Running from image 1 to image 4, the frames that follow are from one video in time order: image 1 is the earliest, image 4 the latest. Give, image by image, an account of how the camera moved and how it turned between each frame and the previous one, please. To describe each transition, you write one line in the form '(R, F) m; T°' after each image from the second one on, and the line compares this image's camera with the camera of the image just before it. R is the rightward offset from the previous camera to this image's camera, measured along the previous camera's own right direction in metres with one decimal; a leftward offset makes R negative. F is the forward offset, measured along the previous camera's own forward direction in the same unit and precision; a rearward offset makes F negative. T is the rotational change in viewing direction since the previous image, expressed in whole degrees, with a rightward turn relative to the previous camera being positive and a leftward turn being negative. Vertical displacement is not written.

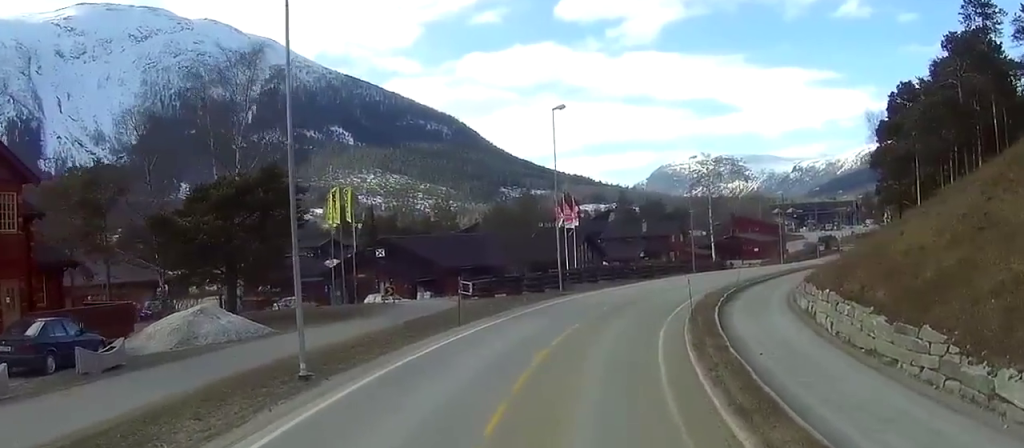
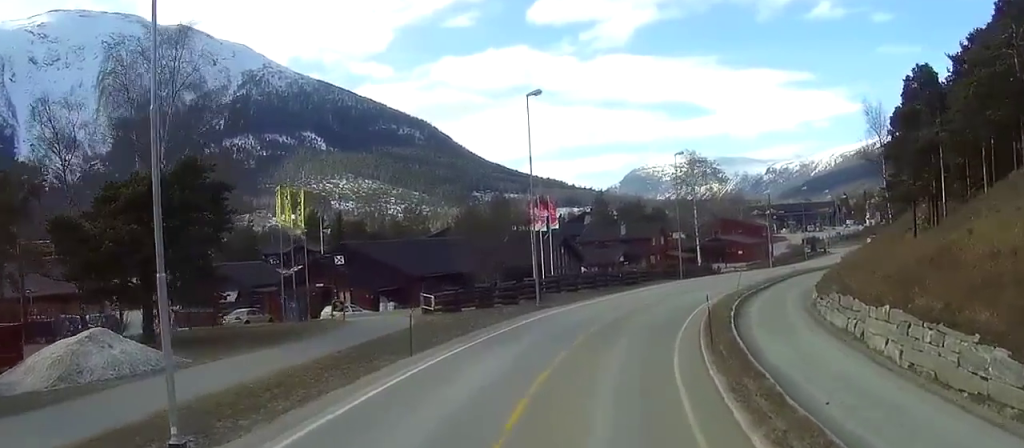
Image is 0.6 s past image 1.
(0.0, +7.3) m; +1°
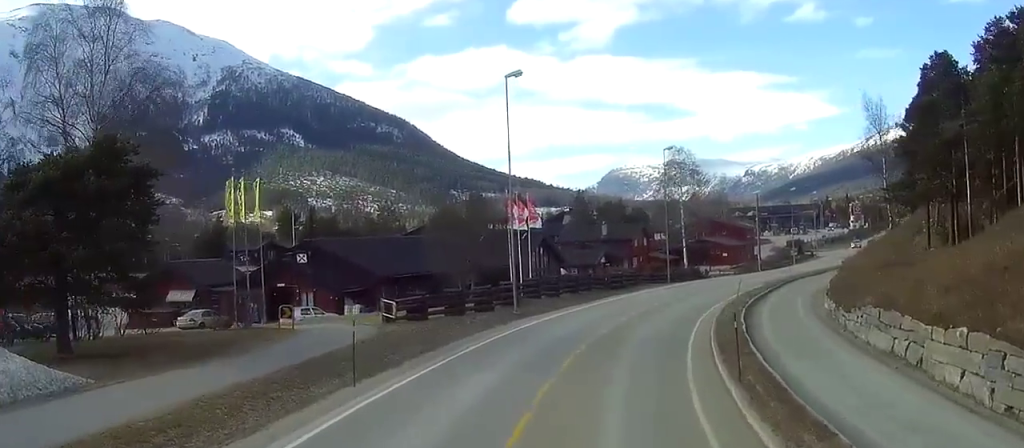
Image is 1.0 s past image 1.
(+0.1, +5.5) m; +1°
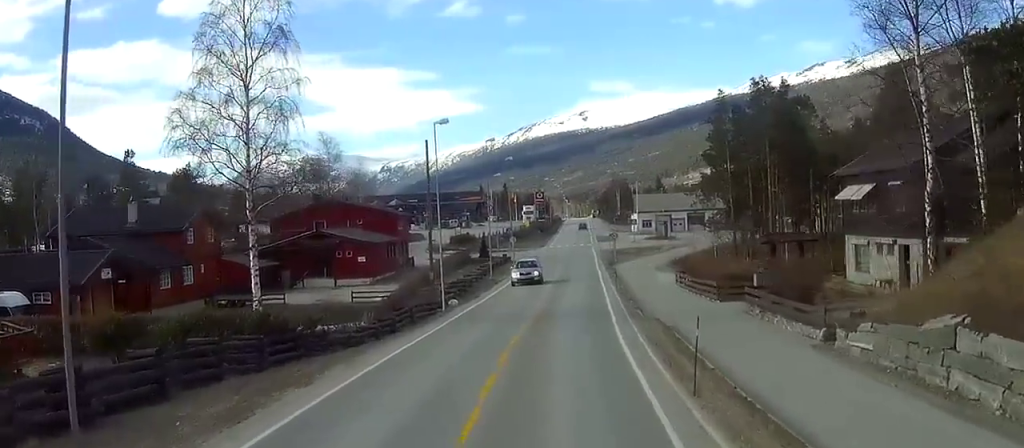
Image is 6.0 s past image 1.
(+10.6, +62.3) m; +18°
